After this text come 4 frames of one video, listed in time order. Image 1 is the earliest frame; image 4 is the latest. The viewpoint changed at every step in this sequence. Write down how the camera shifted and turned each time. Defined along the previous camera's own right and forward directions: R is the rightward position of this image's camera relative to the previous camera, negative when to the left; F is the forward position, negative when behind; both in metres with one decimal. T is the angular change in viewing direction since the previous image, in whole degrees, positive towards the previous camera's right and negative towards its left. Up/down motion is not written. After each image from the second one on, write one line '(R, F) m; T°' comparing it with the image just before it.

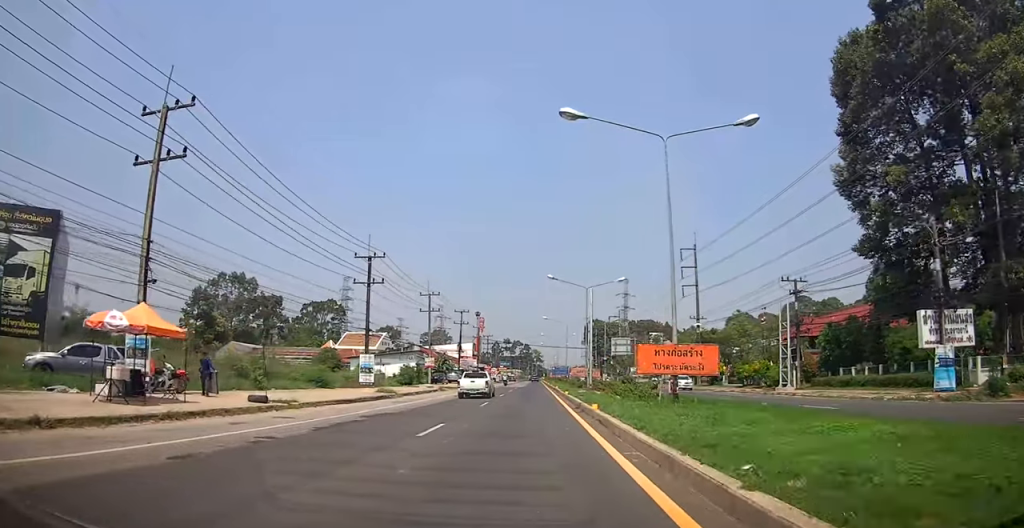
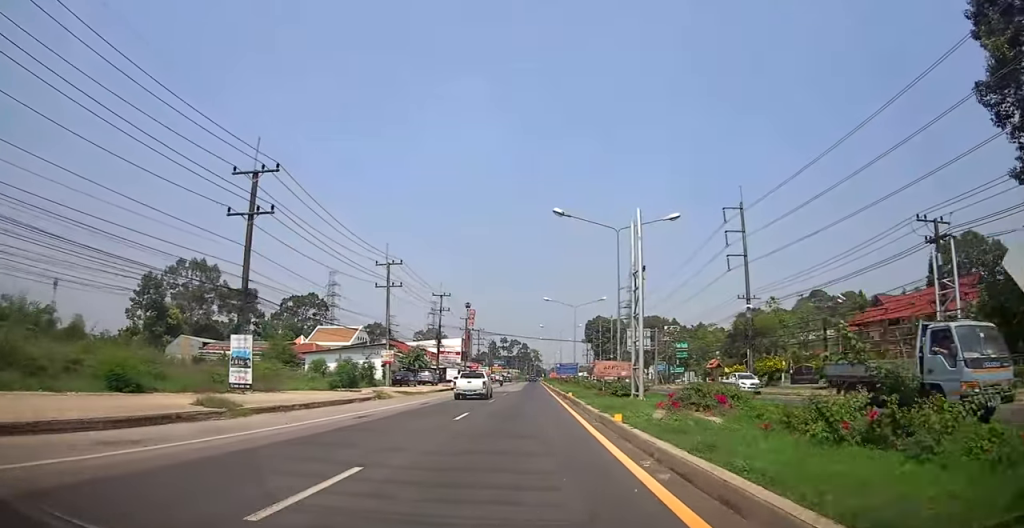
(-0.2, +20.5) m; 0°
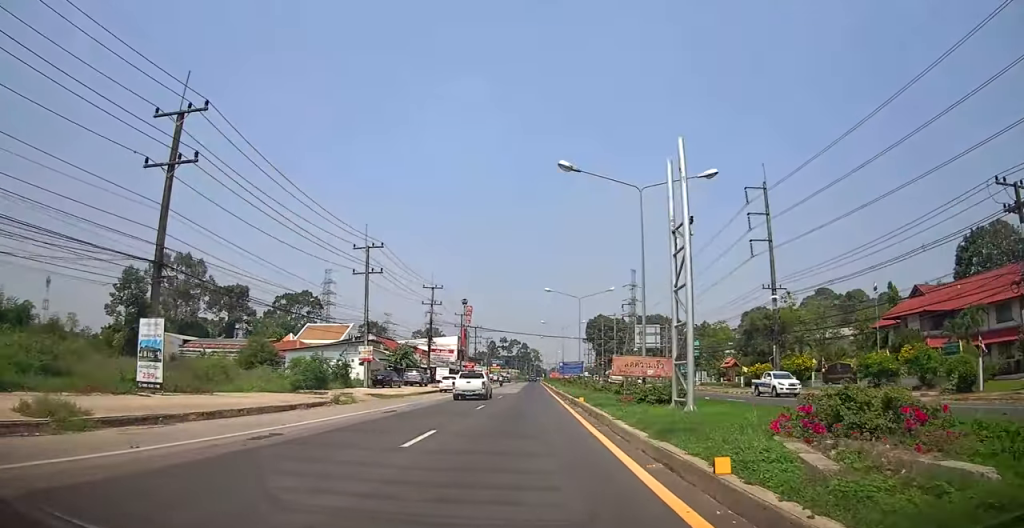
(+0.1, +6.9) m; 0°
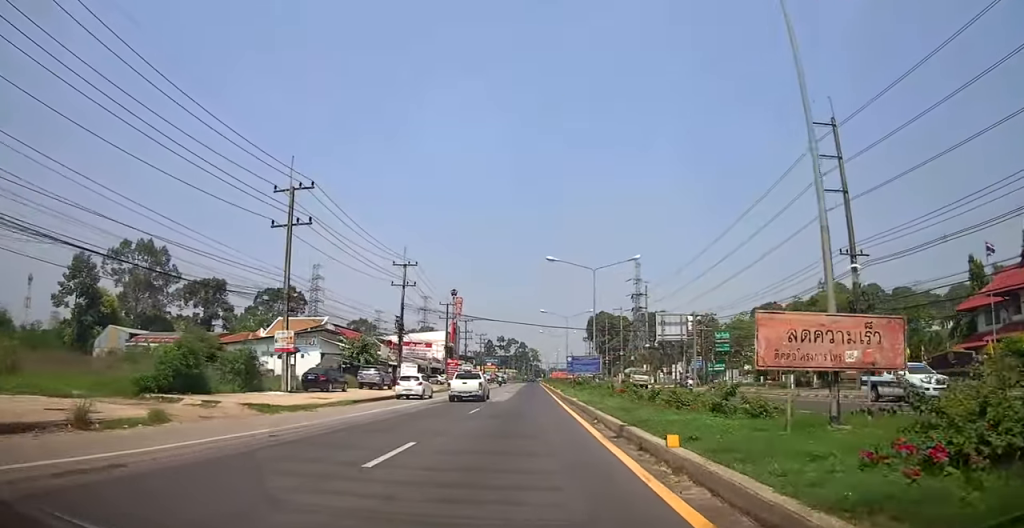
(+0.1, +14.9) m; 0°
